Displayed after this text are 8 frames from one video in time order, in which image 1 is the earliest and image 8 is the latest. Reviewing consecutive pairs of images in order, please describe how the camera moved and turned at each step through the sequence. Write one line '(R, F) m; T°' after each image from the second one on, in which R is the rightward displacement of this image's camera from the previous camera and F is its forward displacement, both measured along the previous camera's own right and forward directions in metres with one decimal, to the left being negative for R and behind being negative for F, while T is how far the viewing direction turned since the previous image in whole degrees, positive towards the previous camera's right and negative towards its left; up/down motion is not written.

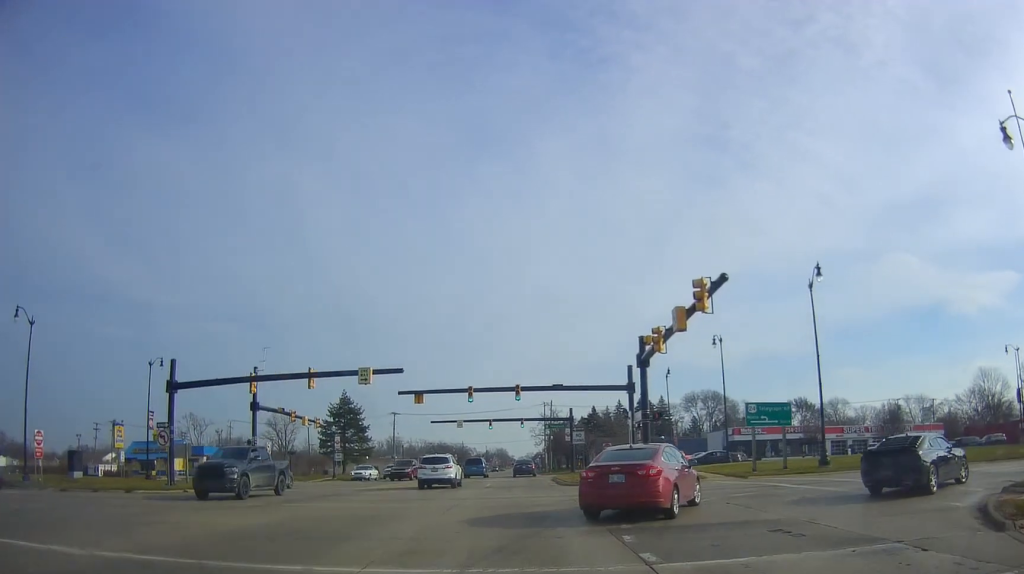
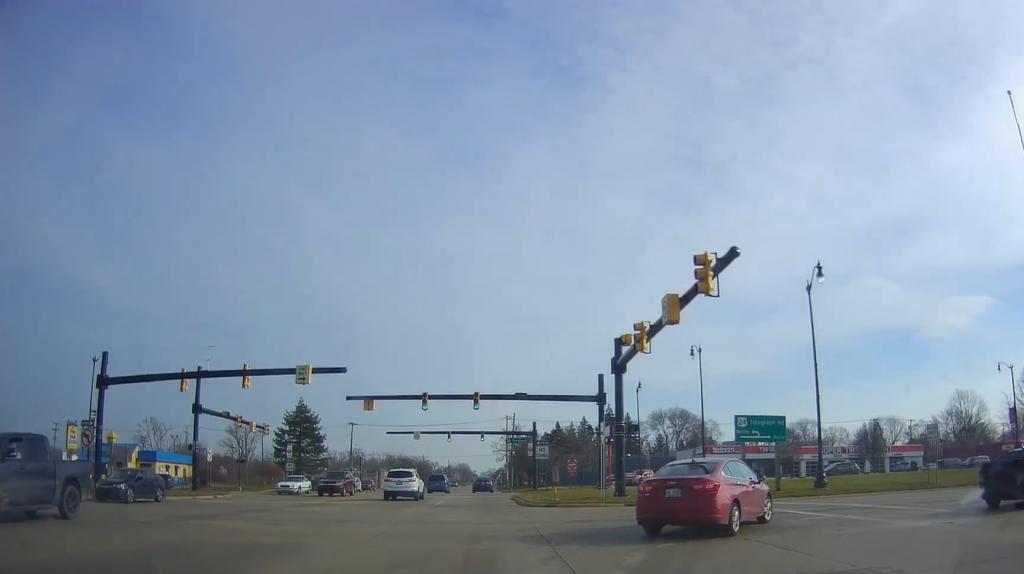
(0.0, +3.7) m; +4°
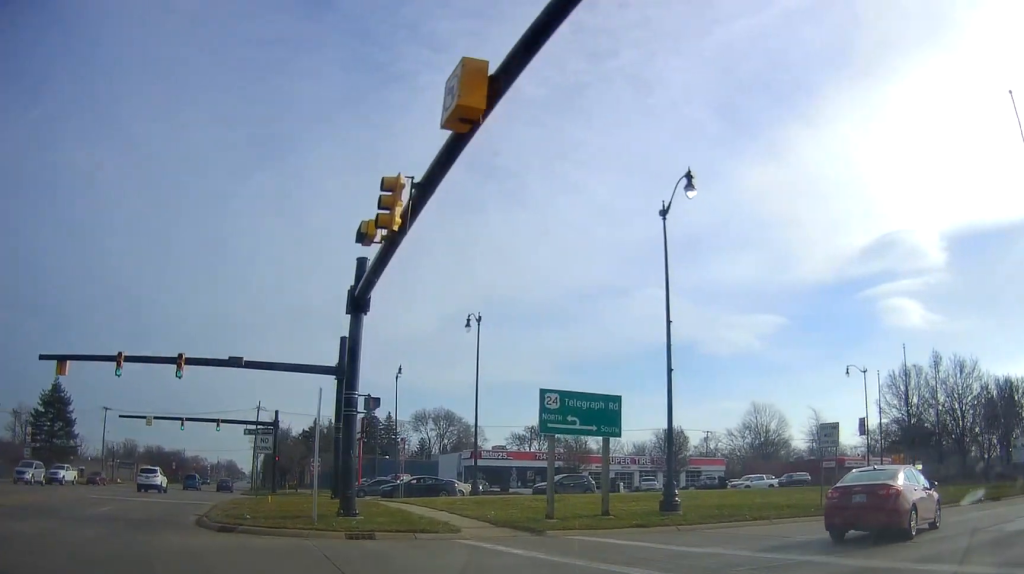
(+2.0, +10.4) m; +25°
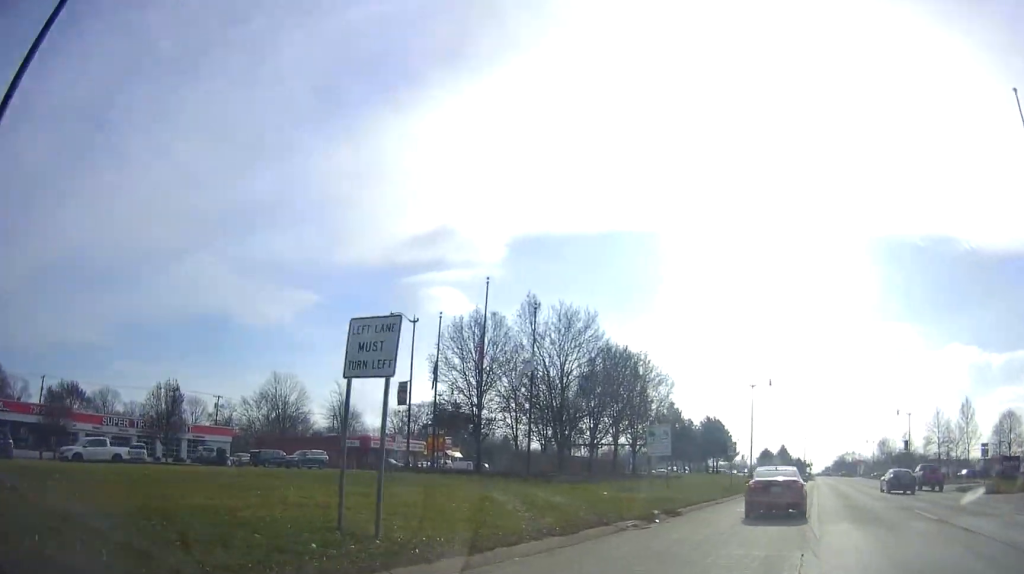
(+4.8, +13.6) m; +37°
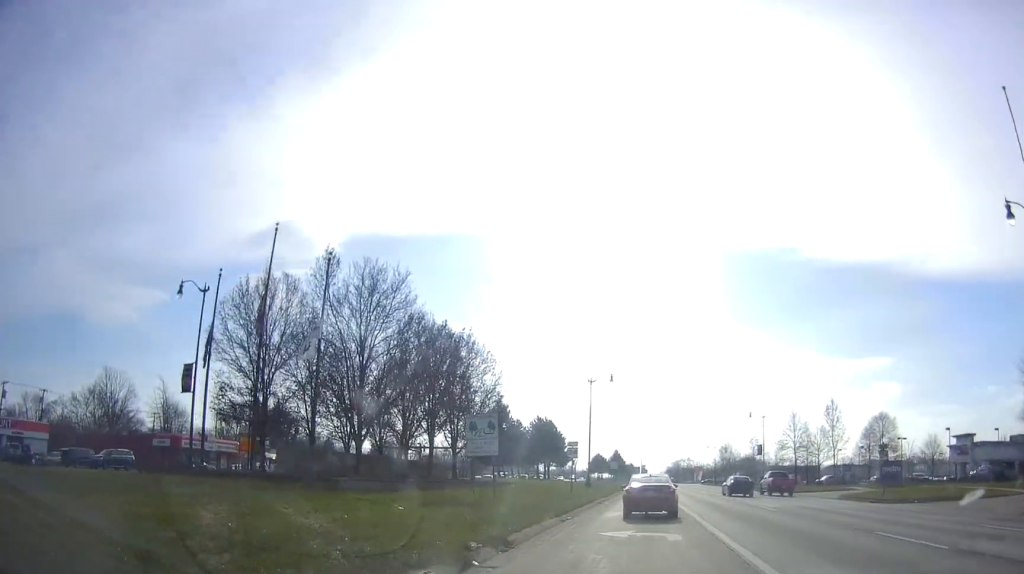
(+0.9, +7.1) m; +13°
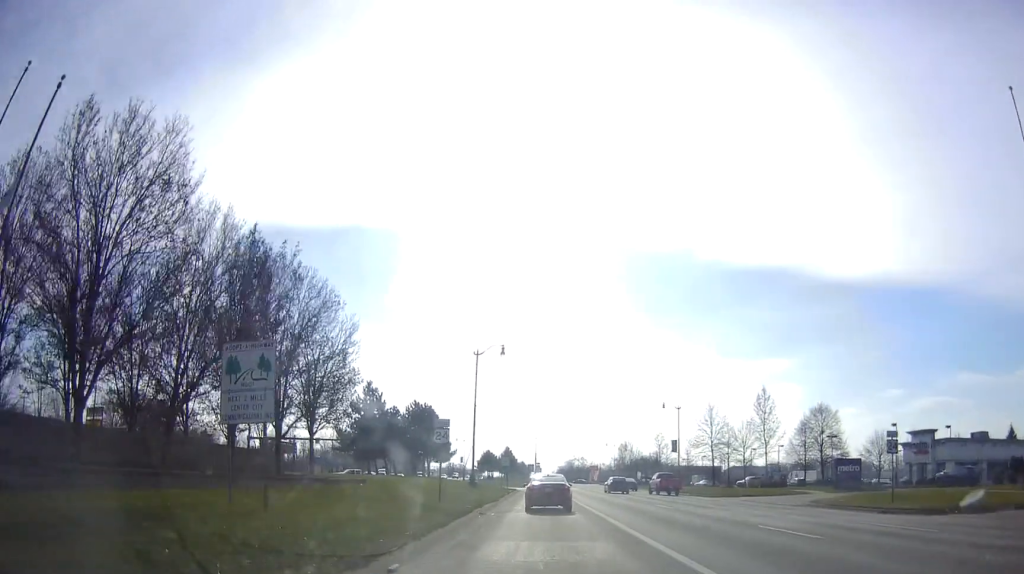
(+1.8, +11.5) m; +12°
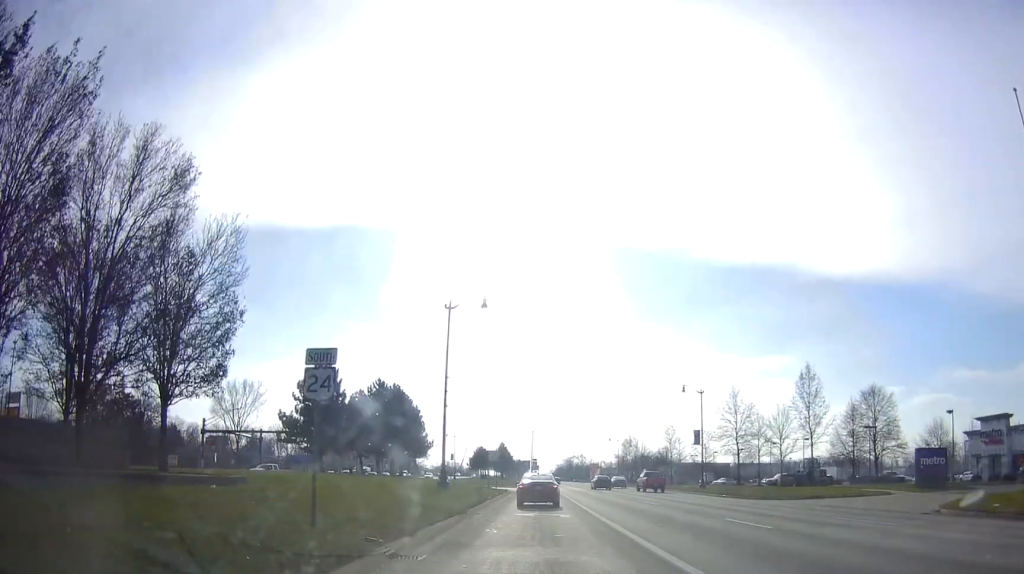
(+0.3, +13.1) m; +2°
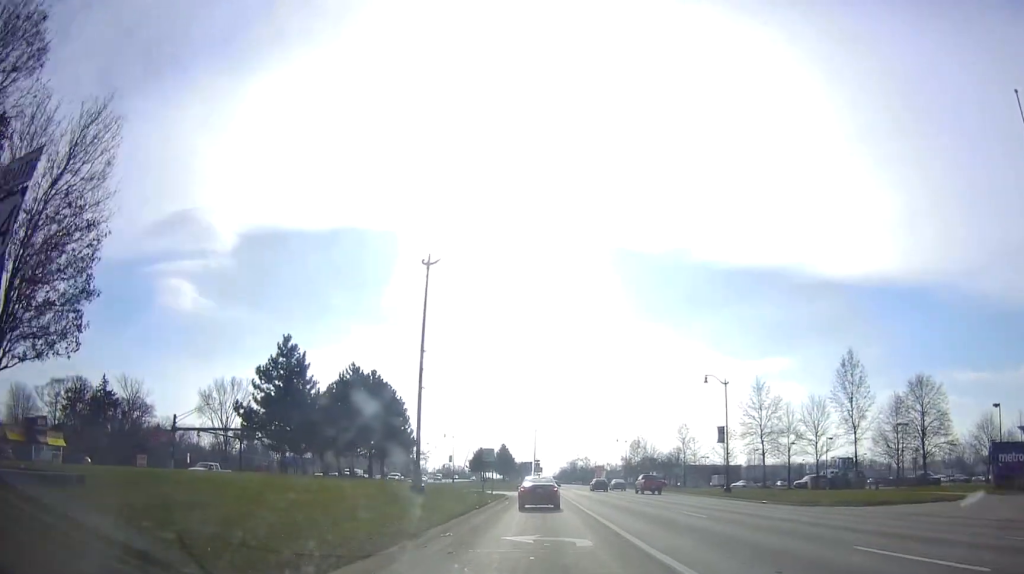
(0.0, +8.2) m; +2°
